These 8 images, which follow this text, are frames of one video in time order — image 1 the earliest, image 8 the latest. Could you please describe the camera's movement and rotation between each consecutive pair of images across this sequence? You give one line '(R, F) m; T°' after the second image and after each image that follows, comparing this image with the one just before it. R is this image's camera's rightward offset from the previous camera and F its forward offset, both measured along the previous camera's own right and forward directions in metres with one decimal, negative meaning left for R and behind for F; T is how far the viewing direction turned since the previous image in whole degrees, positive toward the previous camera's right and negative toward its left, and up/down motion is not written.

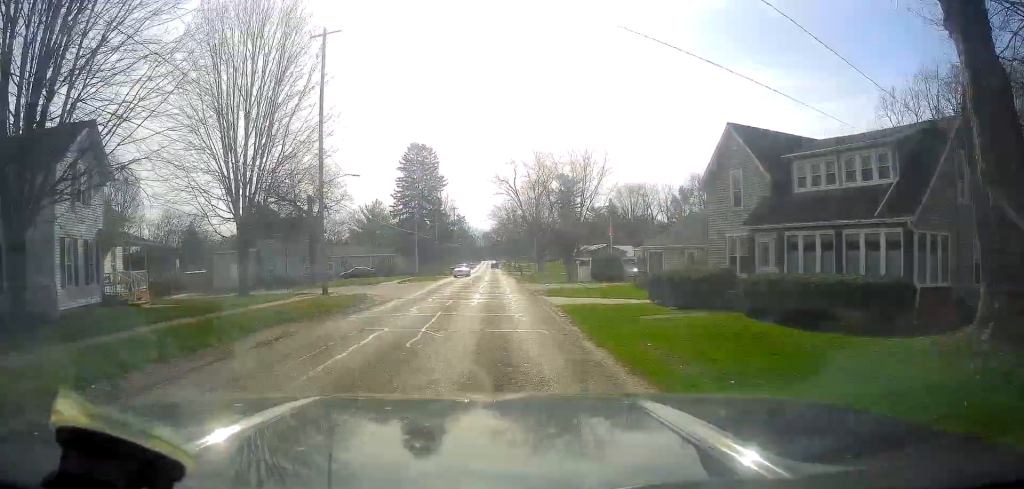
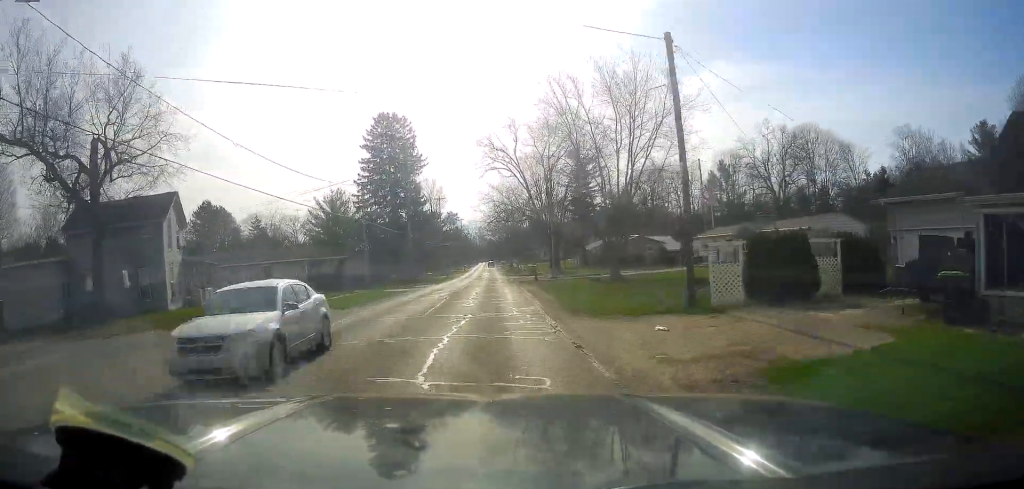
(+1.5, +28.5) m; +4°
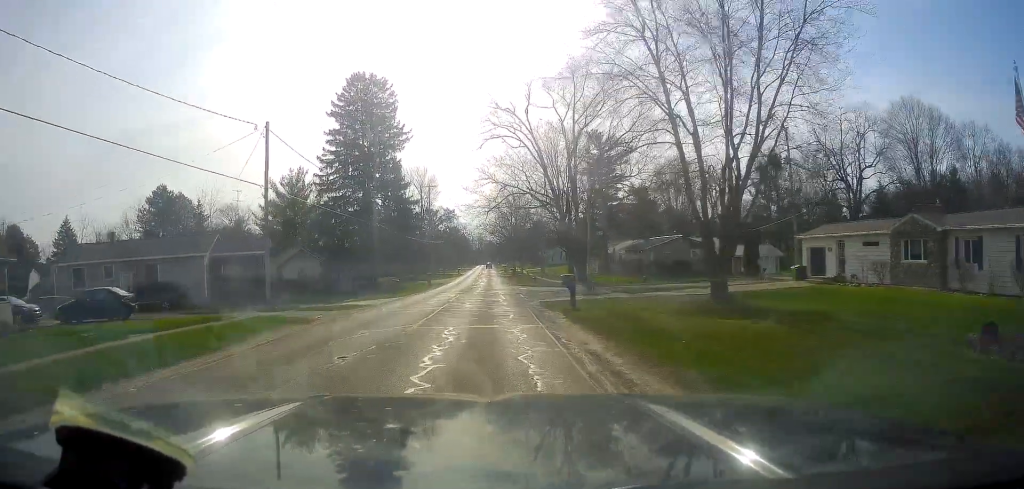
(-0.3, +21.6) m; -2°
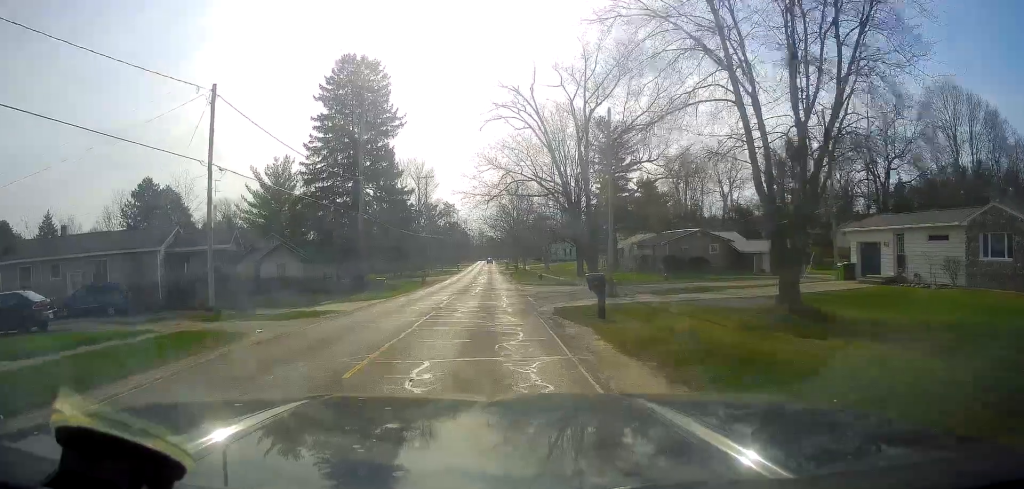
(+0.1, +6.2) m; -1°
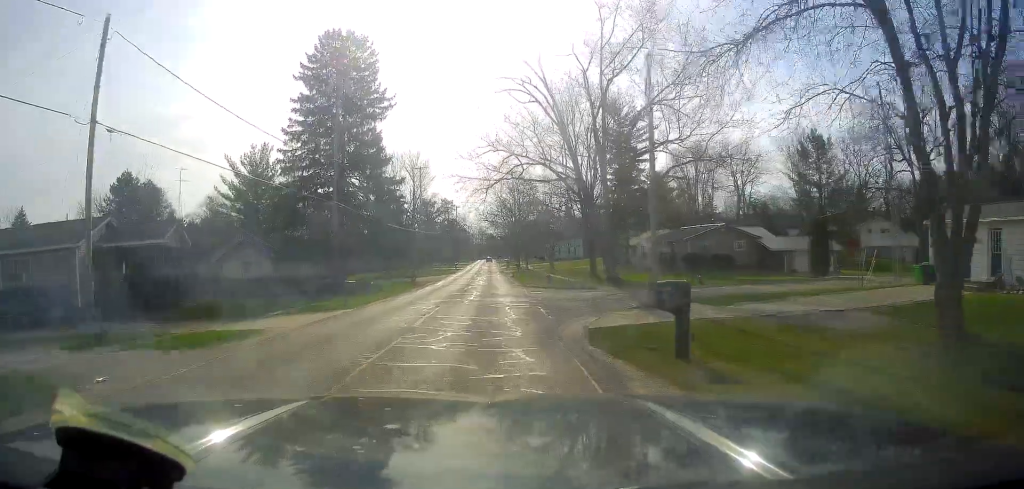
(-0.1, +7.7) m; -1°
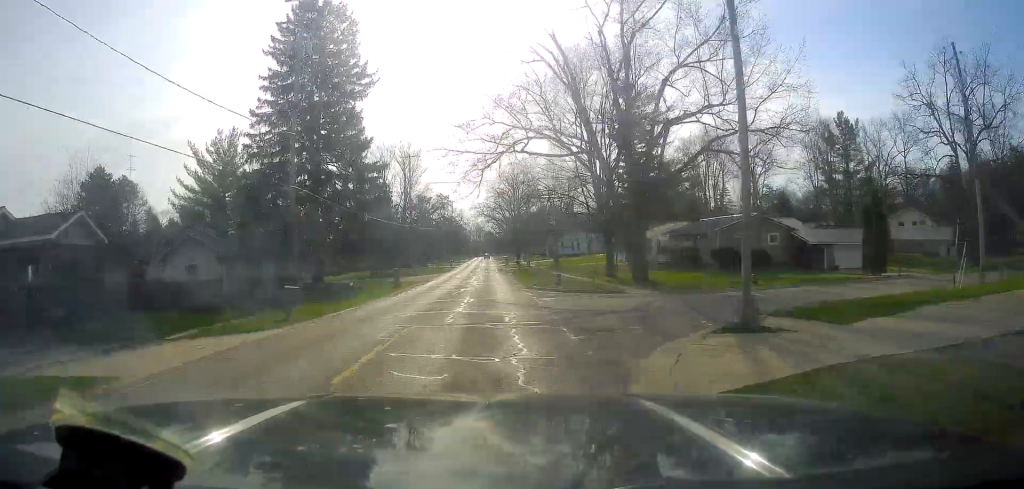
(-0.3, +8.2) m; 0°
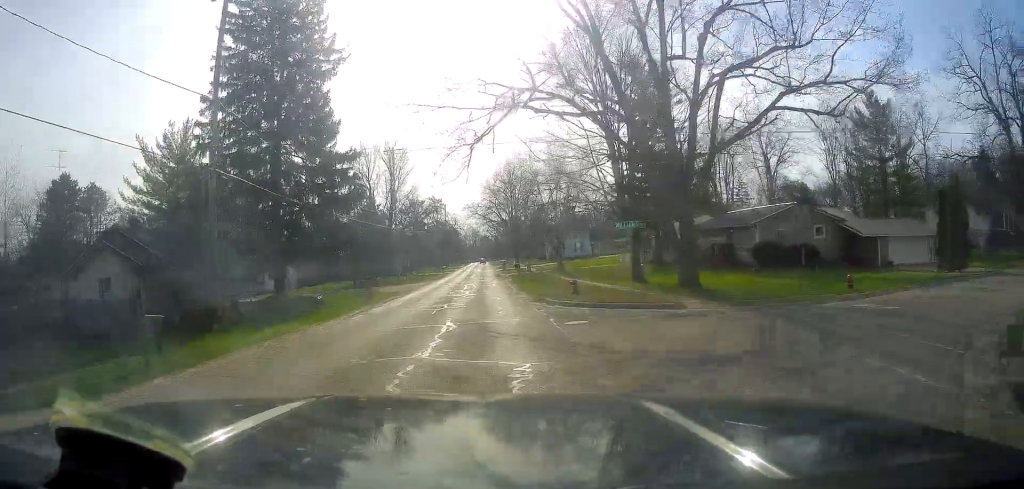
(+0.1, +8.8) m; +1°
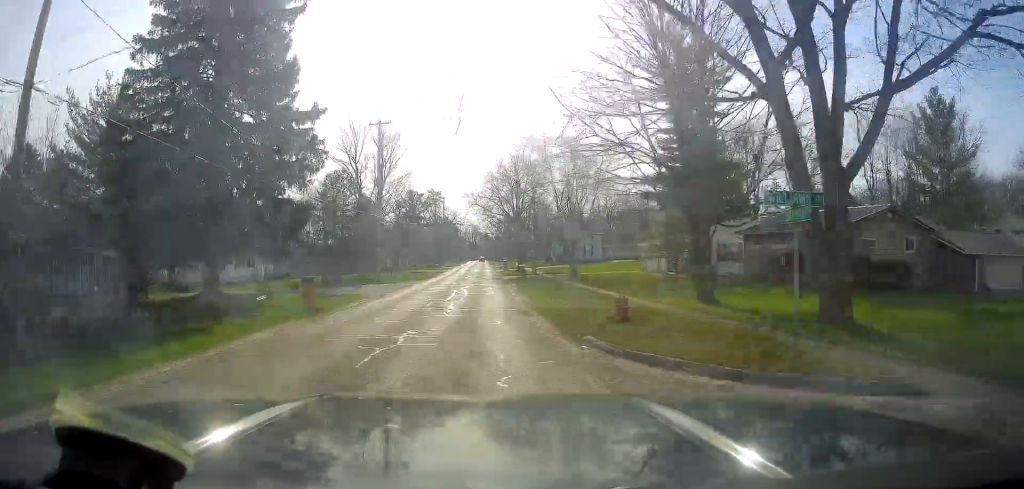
(+0.2, +10.9) m; +1°
